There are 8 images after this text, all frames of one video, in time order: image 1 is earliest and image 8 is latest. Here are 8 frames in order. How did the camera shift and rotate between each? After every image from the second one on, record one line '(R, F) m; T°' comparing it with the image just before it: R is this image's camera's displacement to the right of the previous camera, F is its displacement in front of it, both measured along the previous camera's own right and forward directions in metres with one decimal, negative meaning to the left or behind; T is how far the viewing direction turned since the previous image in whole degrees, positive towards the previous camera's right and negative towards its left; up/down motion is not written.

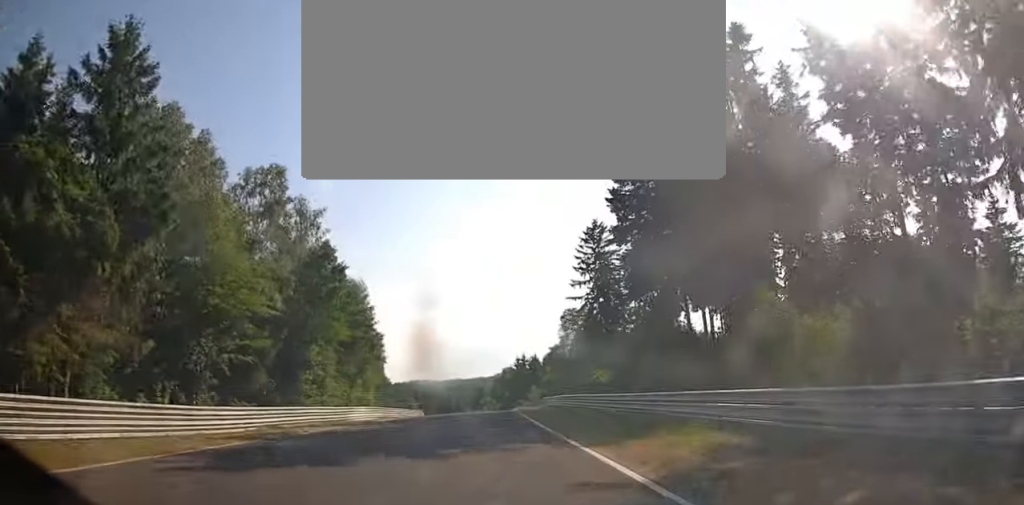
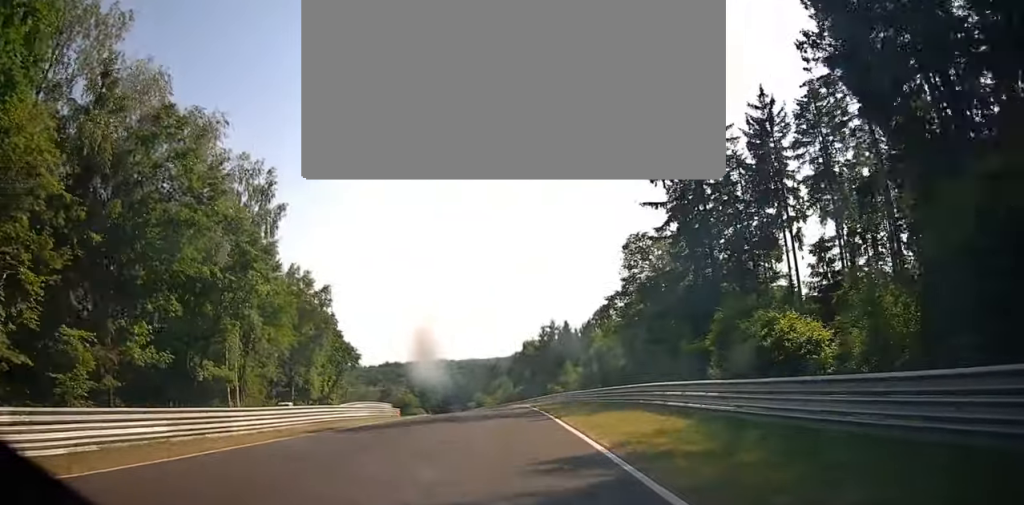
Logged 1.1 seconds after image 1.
(+1.1, +34.9) m; +1°
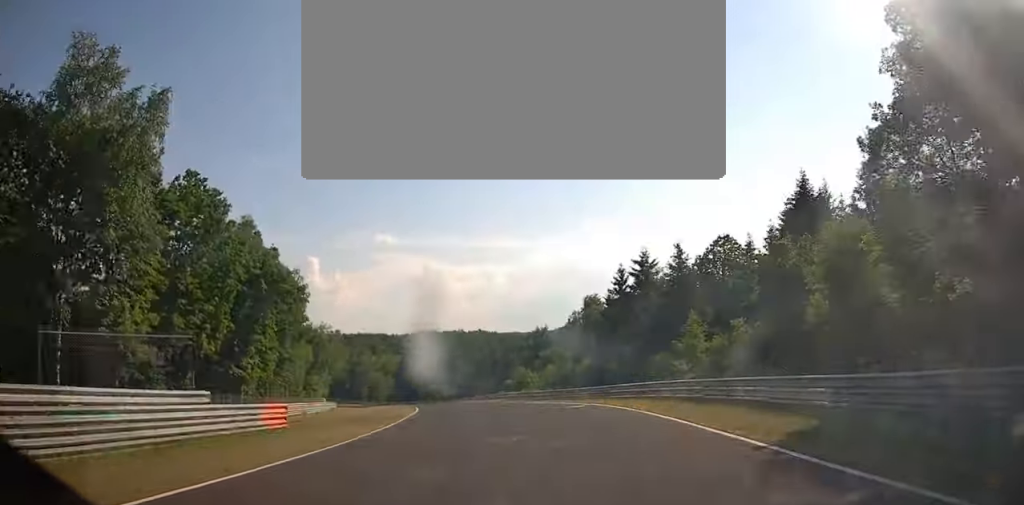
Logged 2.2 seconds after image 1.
(-0.6, +34.6) m; -5°
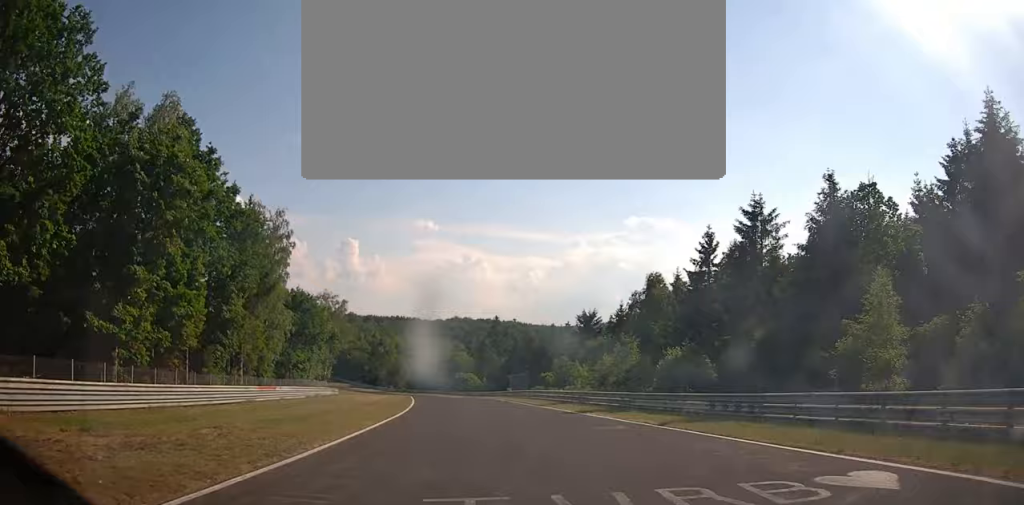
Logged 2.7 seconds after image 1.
(-0.4, +16.8) m; -4°
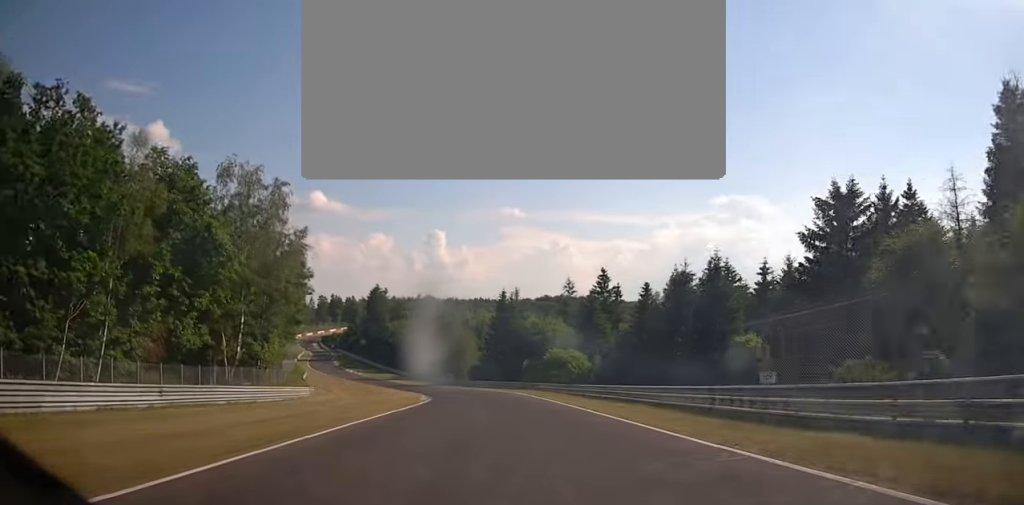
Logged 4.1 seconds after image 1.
(-4.9, +49.9) m; -11°
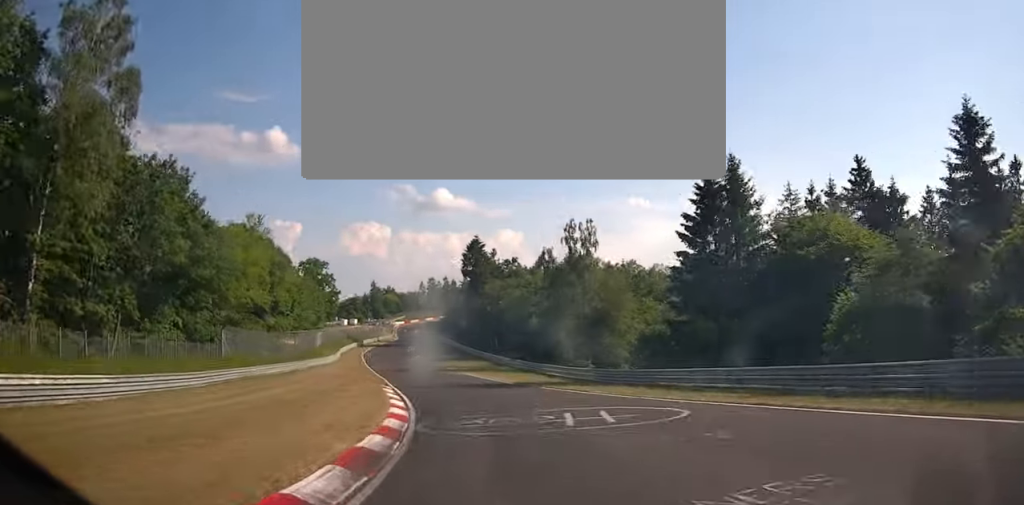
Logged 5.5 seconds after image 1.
(-5.5, +53.4) m; -13°
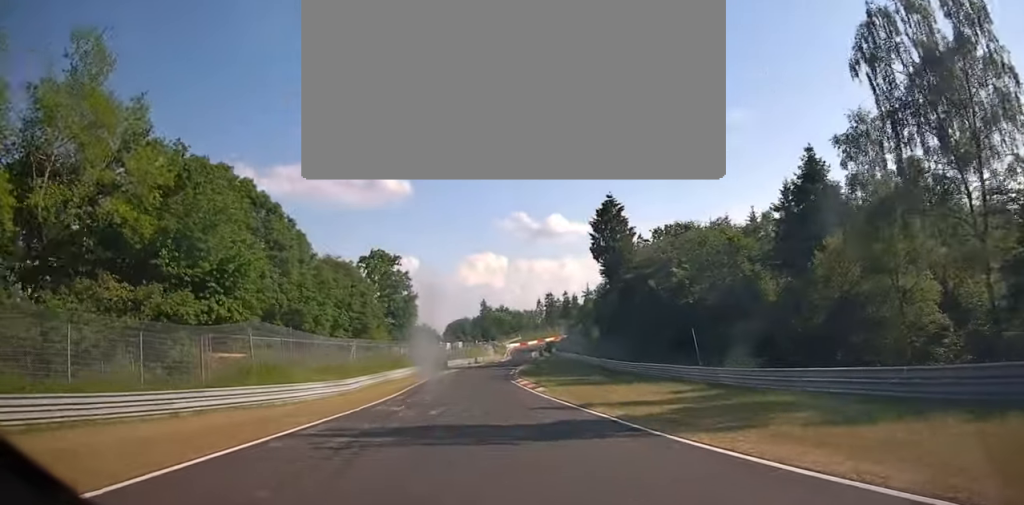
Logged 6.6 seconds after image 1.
(-3.9, +39.4) m; -9°
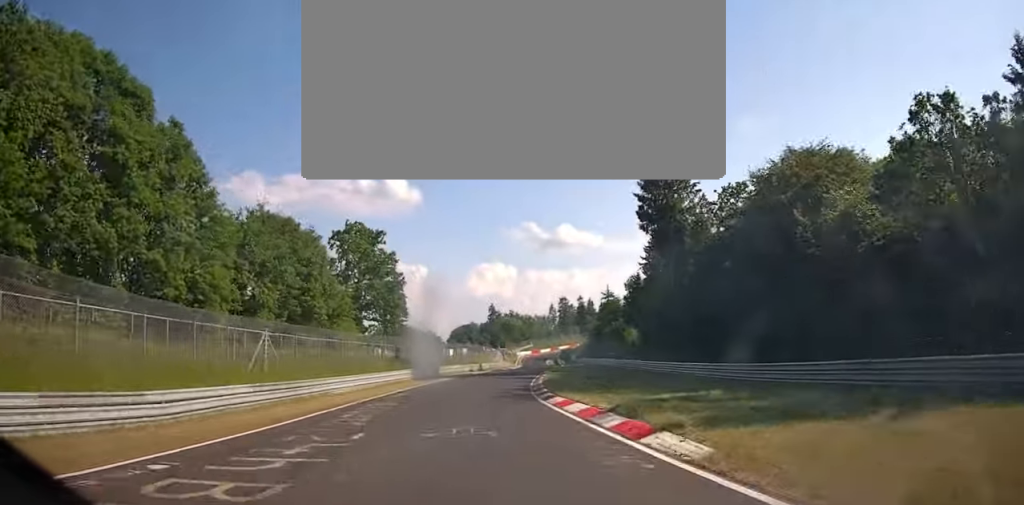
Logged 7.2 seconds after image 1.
(-0.8, +22.4) m; -2°
